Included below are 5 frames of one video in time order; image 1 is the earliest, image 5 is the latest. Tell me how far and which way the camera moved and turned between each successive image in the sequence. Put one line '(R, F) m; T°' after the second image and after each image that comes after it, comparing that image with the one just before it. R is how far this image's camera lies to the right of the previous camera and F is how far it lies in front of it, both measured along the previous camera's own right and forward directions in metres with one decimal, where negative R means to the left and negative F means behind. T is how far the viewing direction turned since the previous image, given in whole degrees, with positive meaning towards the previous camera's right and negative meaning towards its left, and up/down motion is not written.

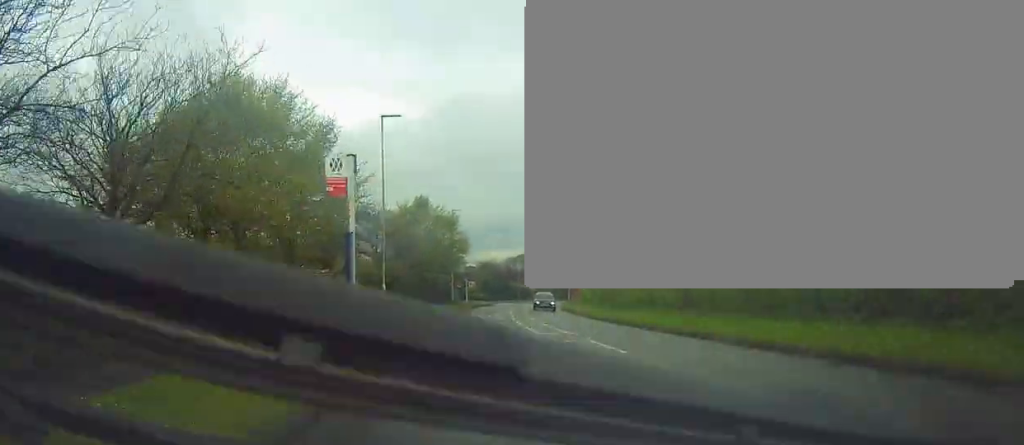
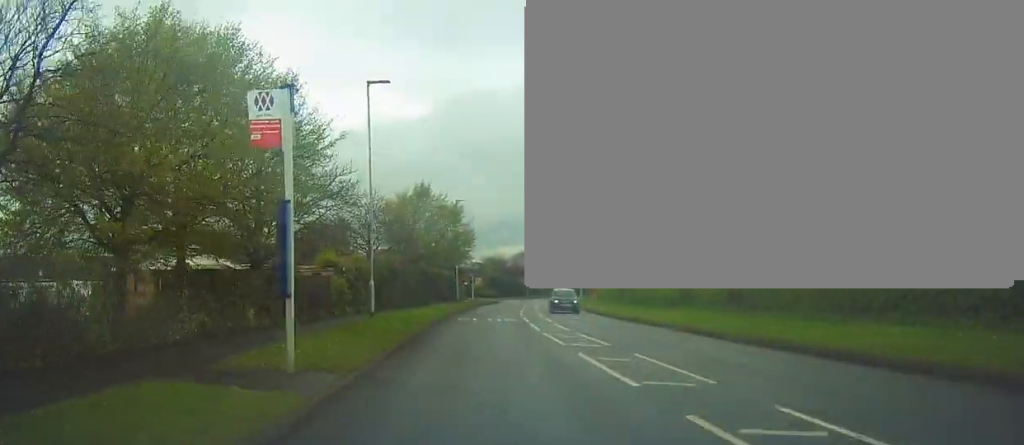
(0.0, +4.5) m; -1°
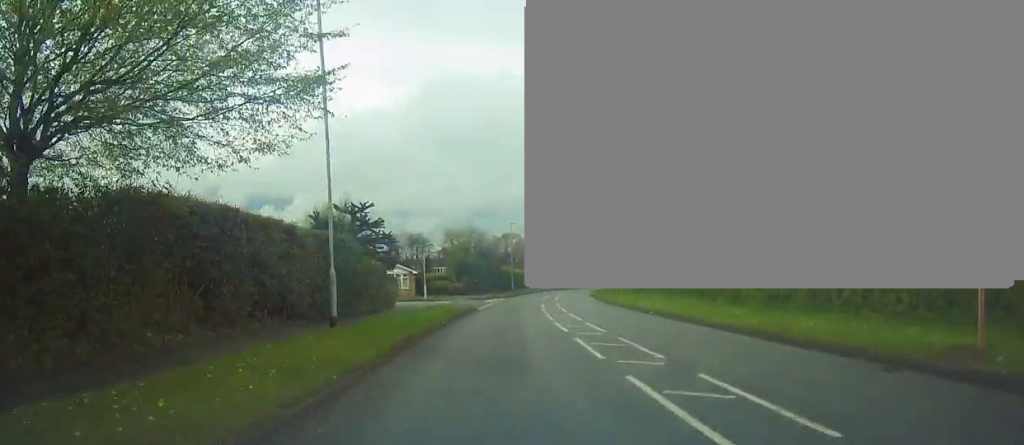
(-0.5, +39.3) m; 0°
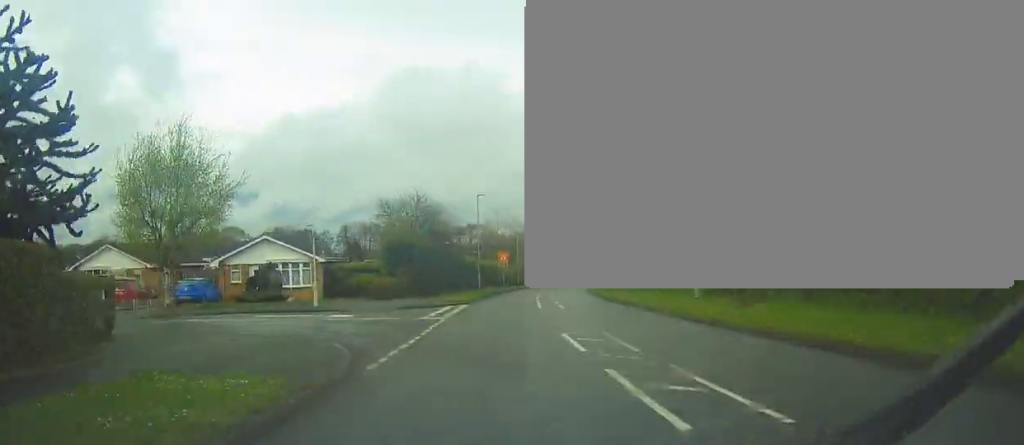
(+0.5, +23.7) m; +2°
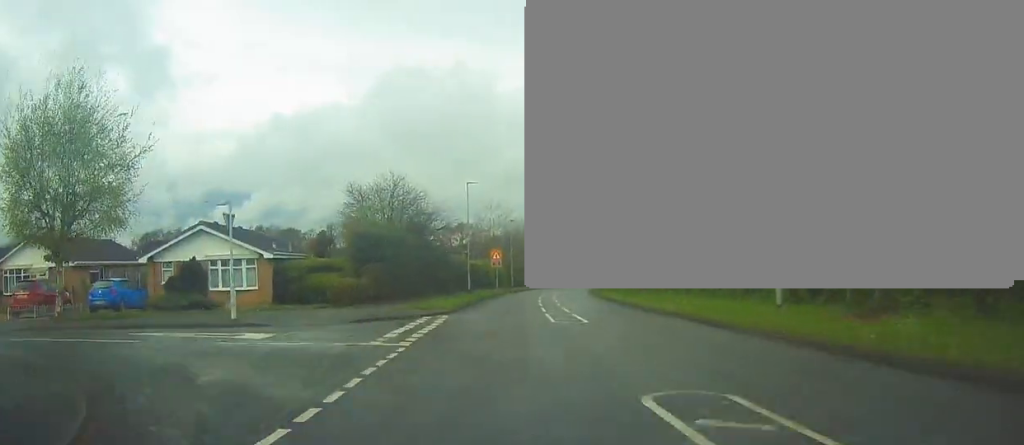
(+0.1, +8.1) m; +1°
